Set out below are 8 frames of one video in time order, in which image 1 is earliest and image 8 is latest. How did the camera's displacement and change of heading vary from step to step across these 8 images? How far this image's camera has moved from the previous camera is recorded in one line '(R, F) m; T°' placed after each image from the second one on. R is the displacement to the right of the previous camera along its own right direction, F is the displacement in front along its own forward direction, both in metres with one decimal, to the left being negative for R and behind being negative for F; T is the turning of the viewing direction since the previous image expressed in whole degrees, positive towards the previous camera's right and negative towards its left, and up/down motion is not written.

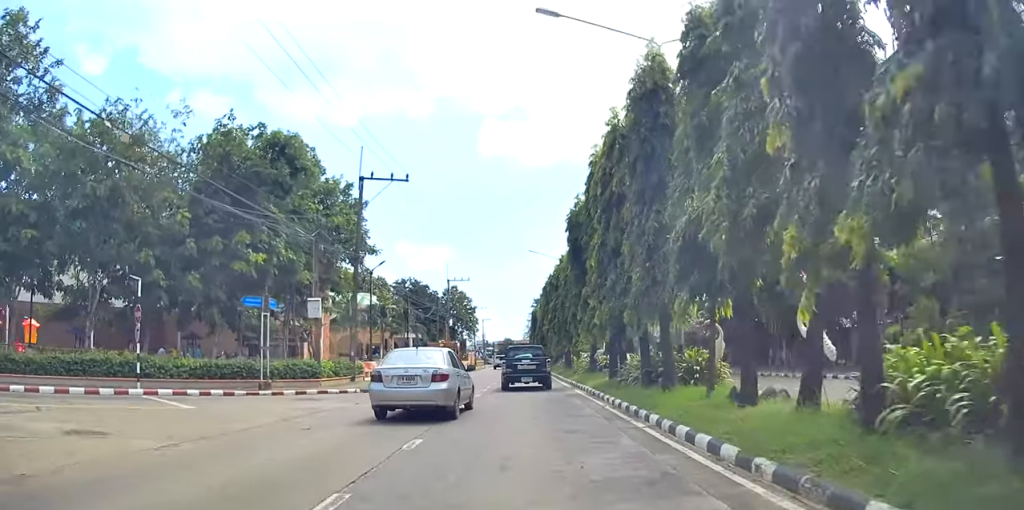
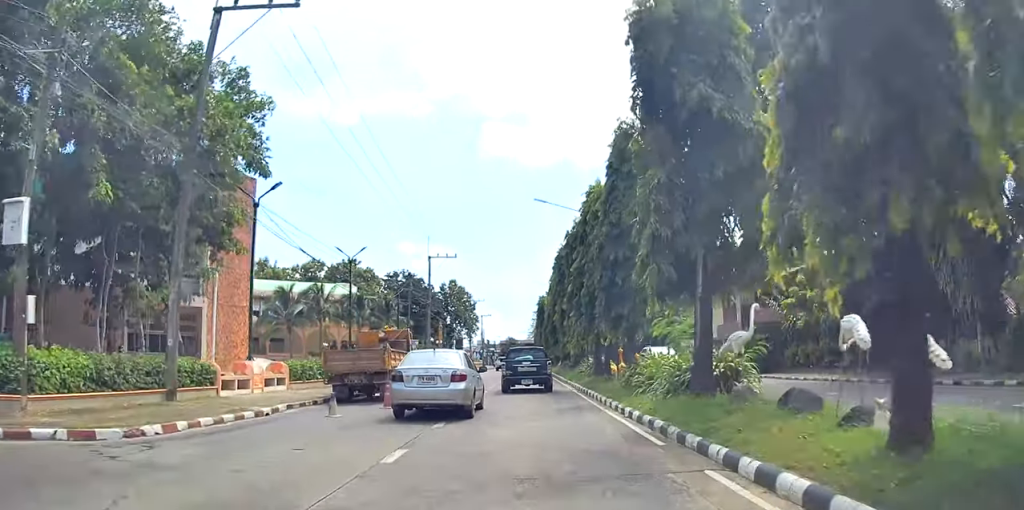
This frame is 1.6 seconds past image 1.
(-1.2, +17.0) m; -3°
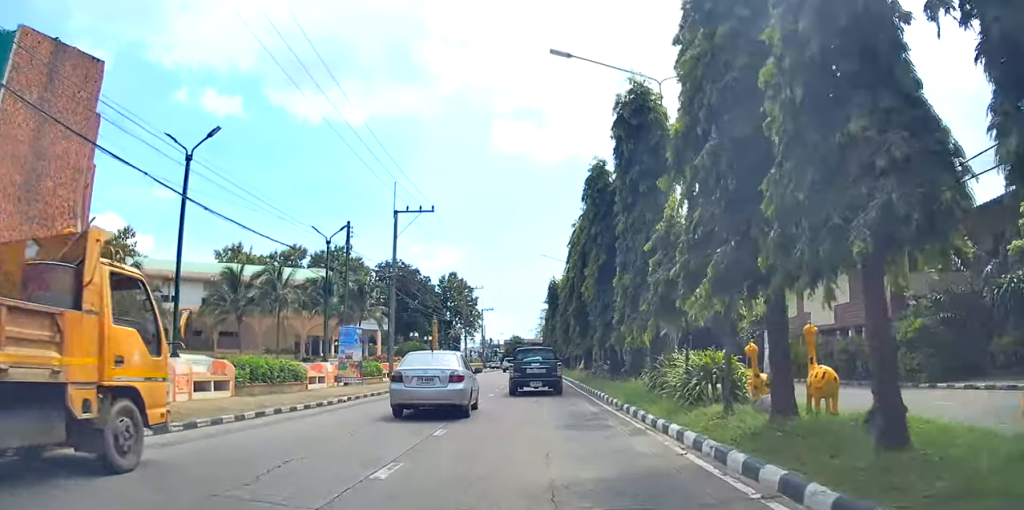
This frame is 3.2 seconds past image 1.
(+0.9, +17.4) m; +1°
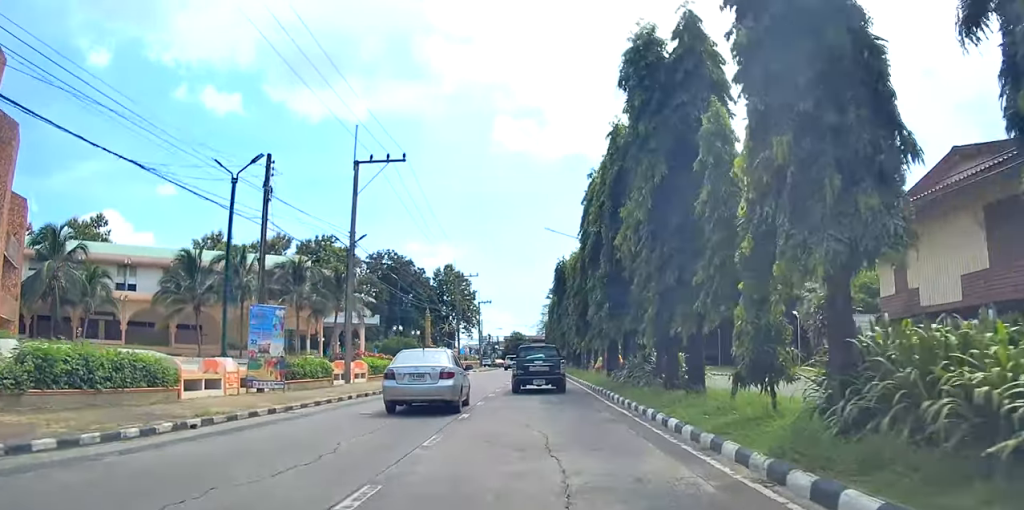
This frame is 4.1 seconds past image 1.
(-0.7, +10.0) m; -4°
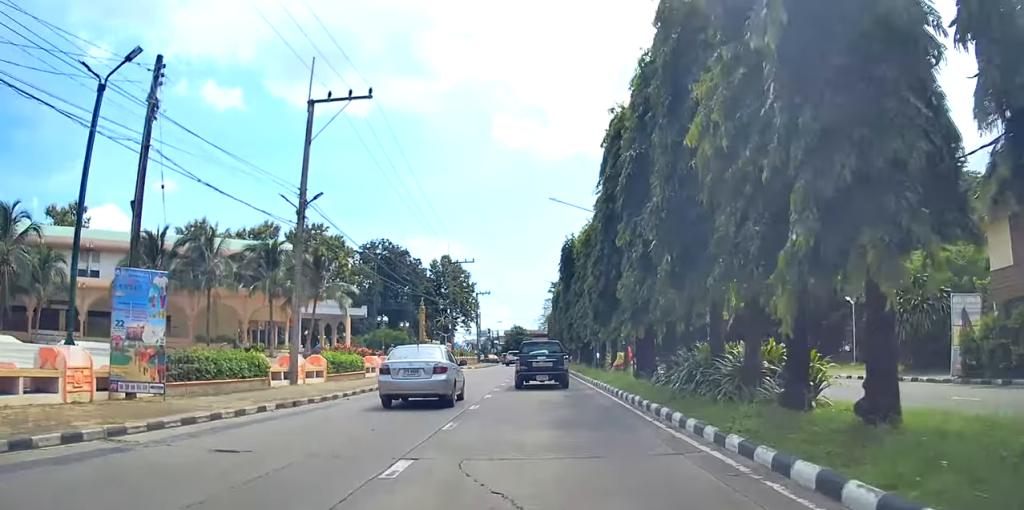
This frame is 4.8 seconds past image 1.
(-0.1, +7.2) m; 0°
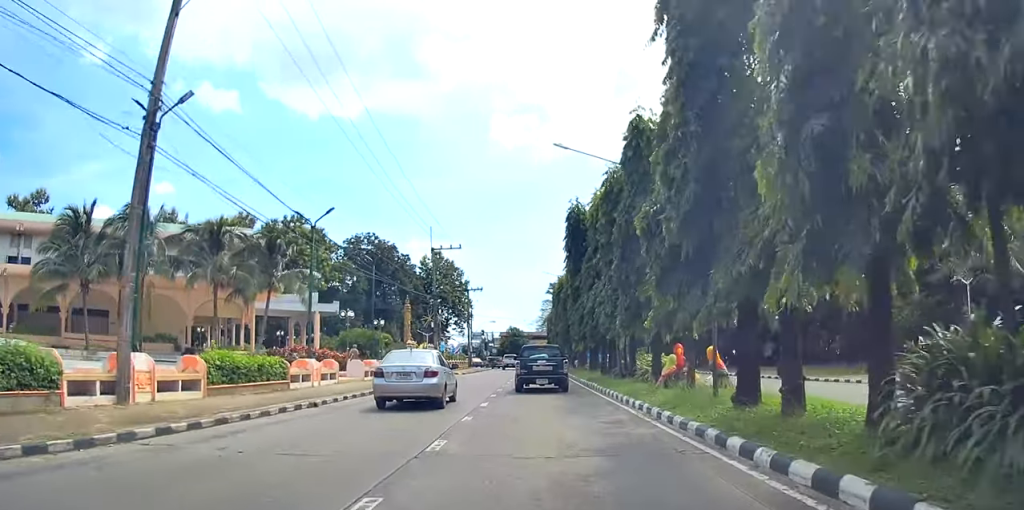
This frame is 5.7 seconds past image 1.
(0.0, +10.1) m; 0°
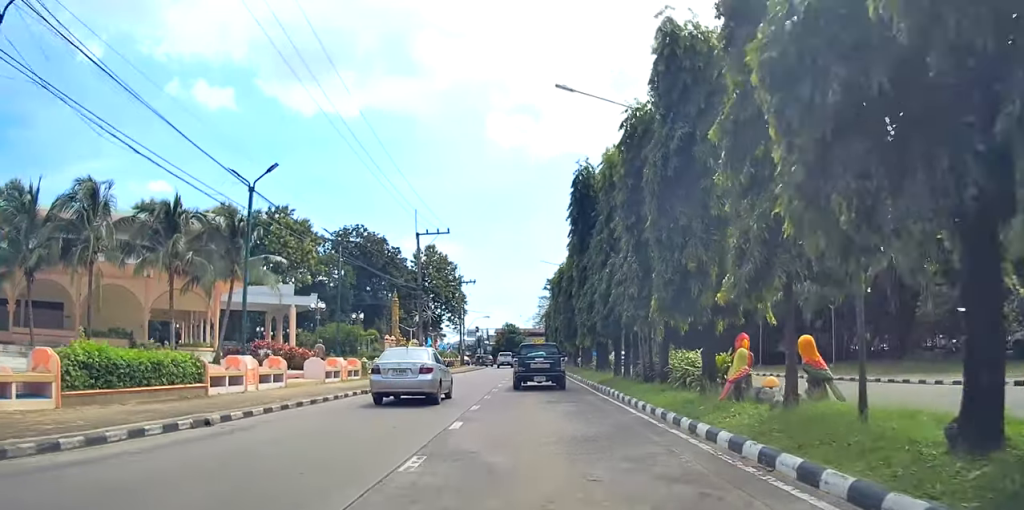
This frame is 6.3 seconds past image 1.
(0.0, +5.9) m; 0°
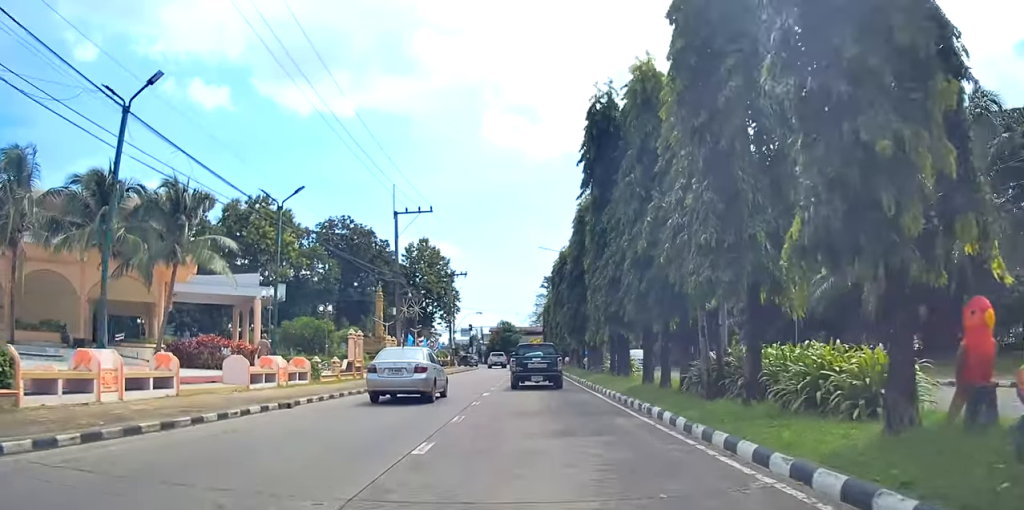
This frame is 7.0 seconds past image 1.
(0.0, +7.4) m; -1°
